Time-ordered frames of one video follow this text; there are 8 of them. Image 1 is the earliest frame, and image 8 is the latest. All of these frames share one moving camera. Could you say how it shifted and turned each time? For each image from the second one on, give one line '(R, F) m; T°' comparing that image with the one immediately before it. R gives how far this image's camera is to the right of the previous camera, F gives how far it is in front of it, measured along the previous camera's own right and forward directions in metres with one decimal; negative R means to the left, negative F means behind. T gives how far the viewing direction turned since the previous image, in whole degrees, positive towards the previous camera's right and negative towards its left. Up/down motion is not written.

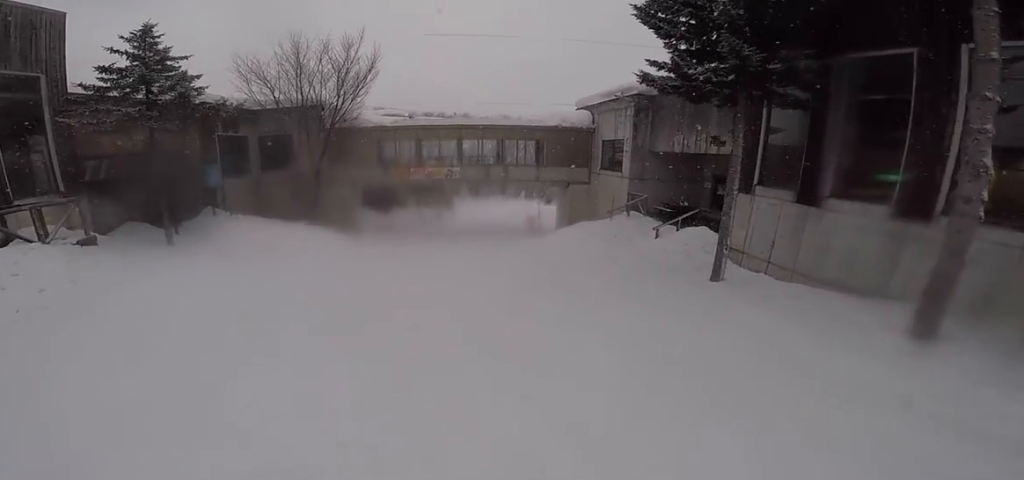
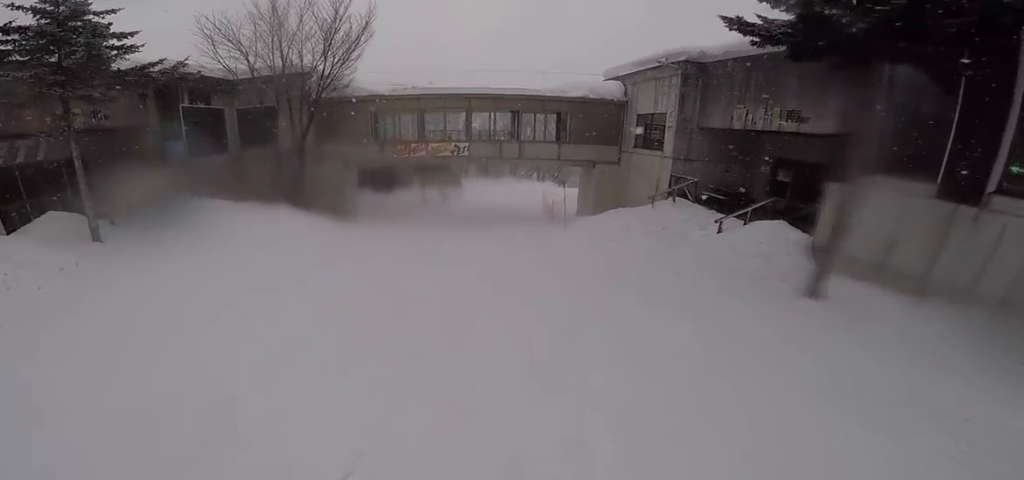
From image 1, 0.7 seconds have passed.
(-0.5, +3.6) m; -6°
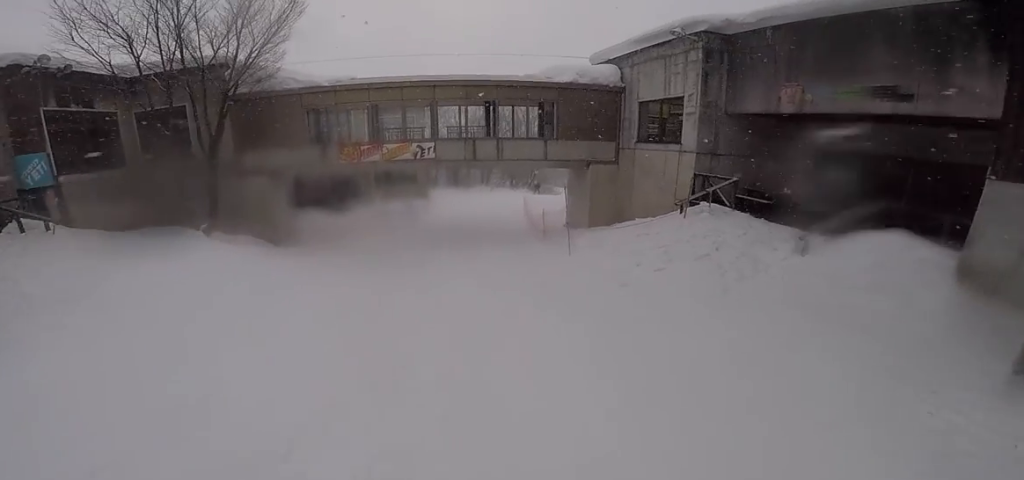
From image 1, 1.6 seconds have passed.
(-0.2, +4.6) m; +4°
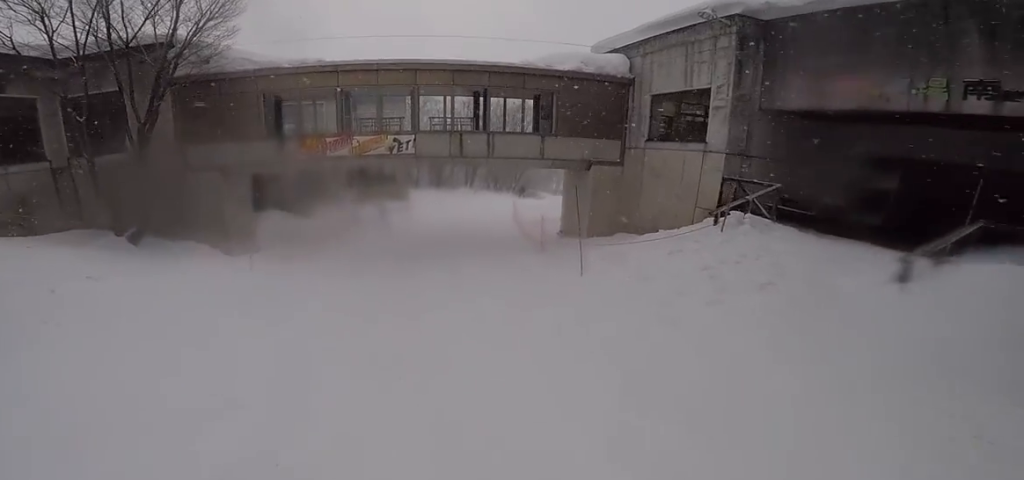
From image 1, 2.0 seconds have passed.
(-0.1, +2.6) m; +4°
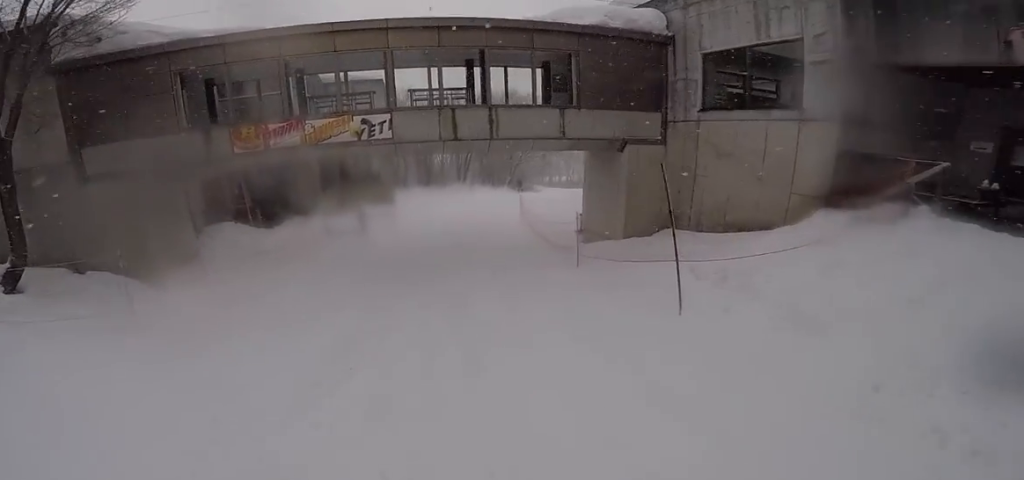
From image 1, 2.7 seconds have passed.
(+0.5, +3.6) m; +6°
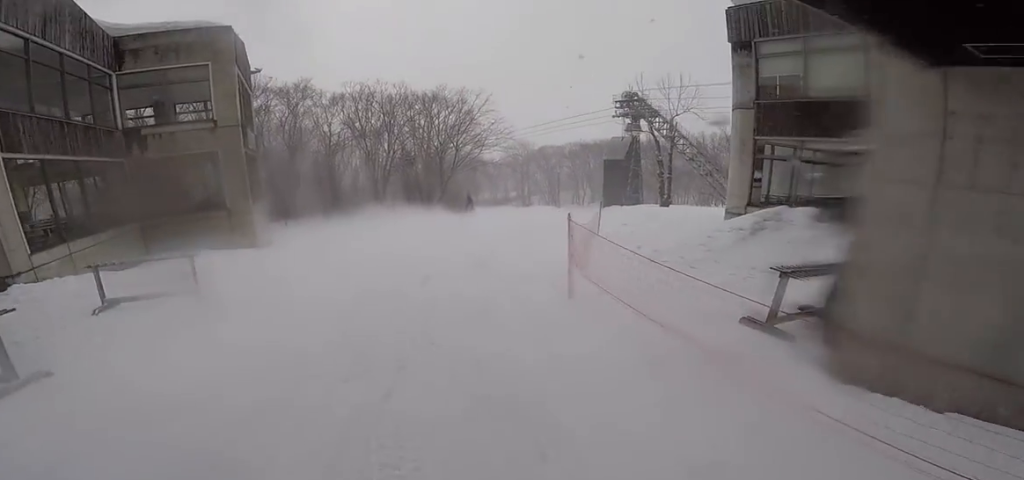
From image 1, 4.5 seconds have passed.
(+1.7, +11.5) m; +16°
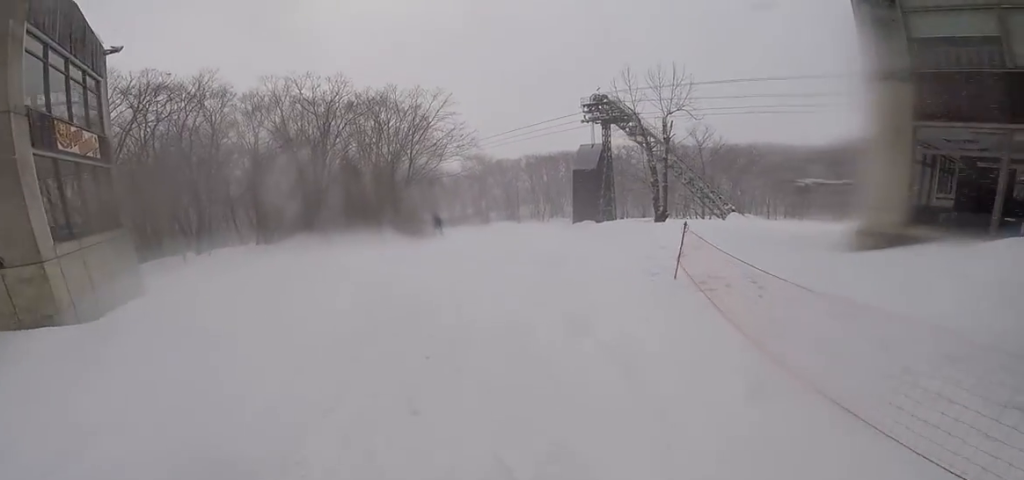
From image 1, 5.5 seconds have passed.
(+0.4, +6.7) m; +4°
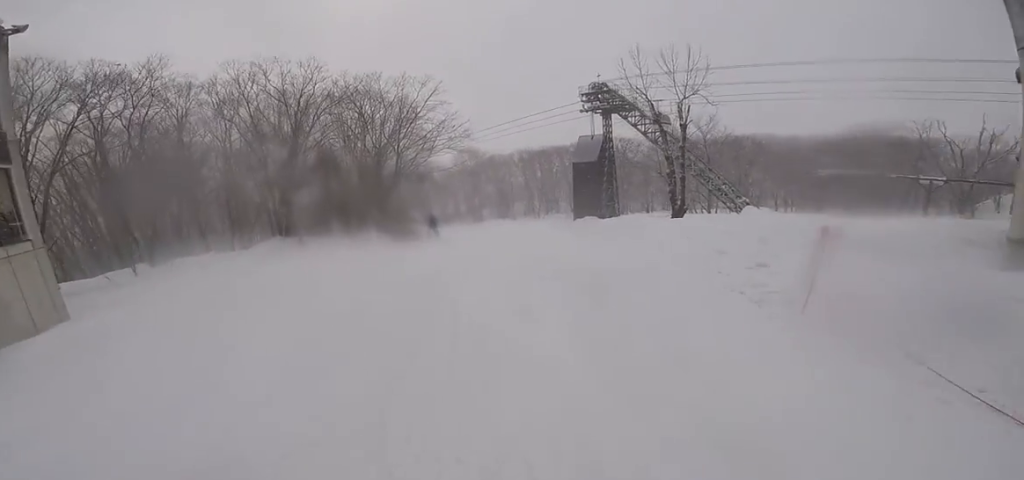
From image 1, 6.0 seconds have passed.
(0.0, +3.0) m; 0°
